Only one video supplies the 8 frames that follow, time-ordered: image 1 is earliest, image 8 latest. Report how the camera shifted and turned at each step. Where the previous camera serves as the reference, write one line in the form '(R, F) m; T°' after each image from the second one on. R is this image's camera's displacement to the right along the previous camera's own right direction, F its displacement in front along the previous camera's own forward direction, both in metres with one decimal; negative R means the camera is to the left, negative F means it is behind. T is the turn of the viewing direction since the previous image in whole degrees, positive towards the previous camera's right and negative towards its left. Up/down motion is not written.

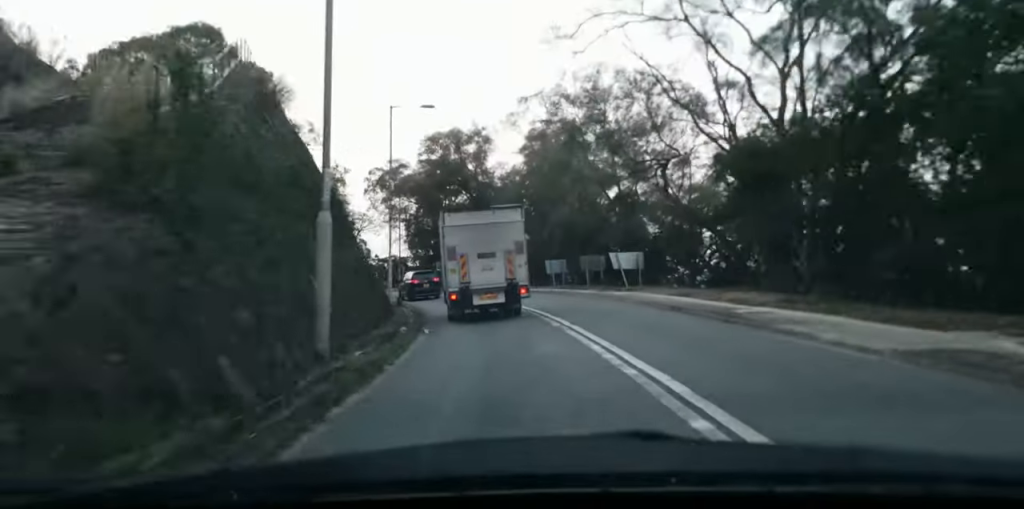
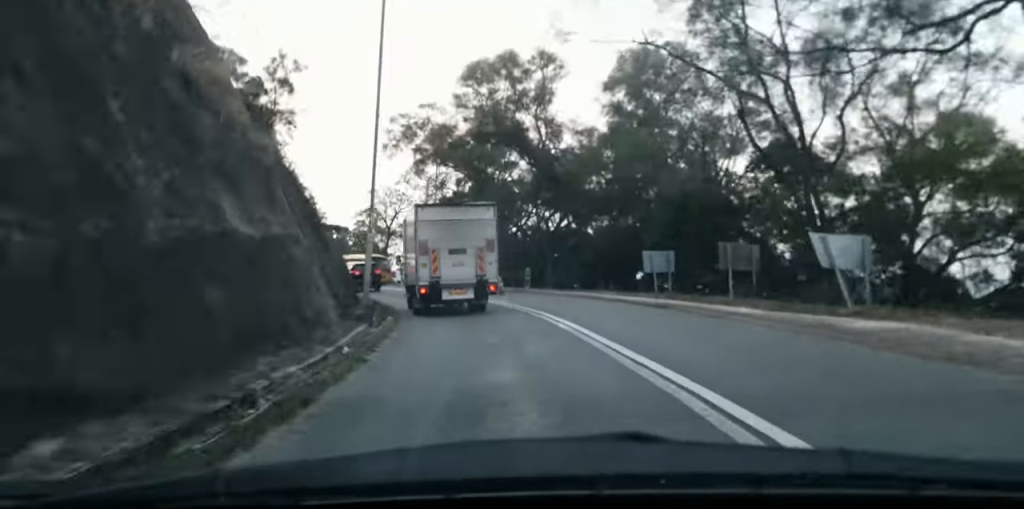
(-0.9, +20.2) m; -5°
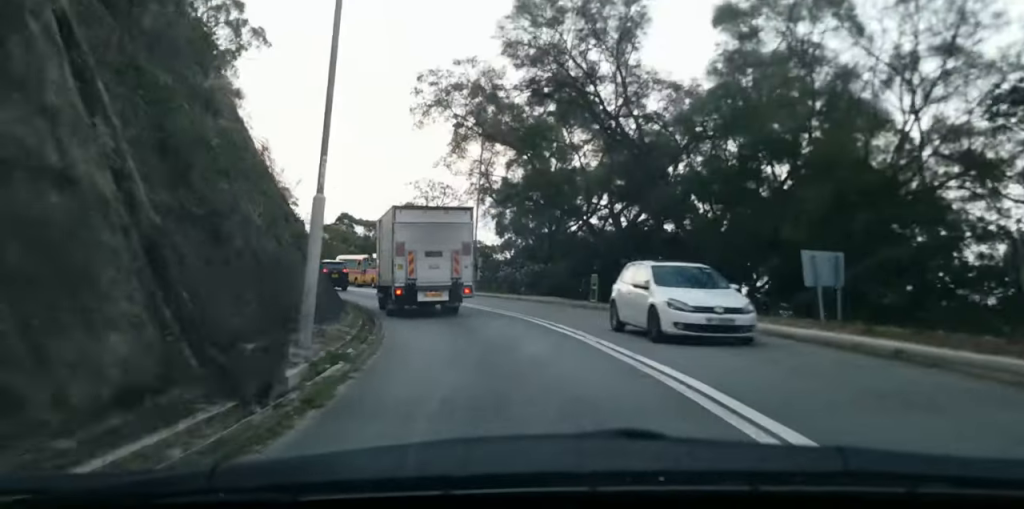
(-0.2, +12.3) m; -1°
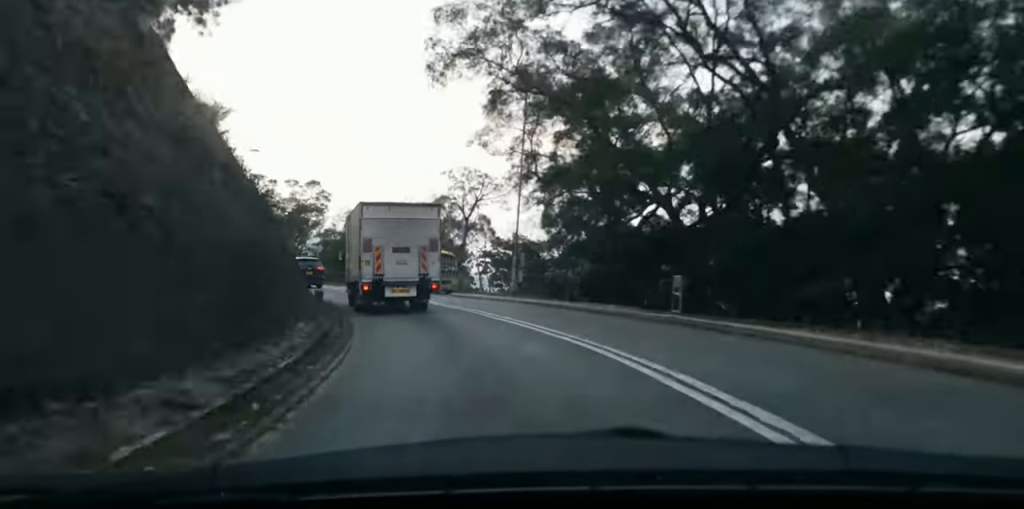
(0.0, +9.4) m; -2°
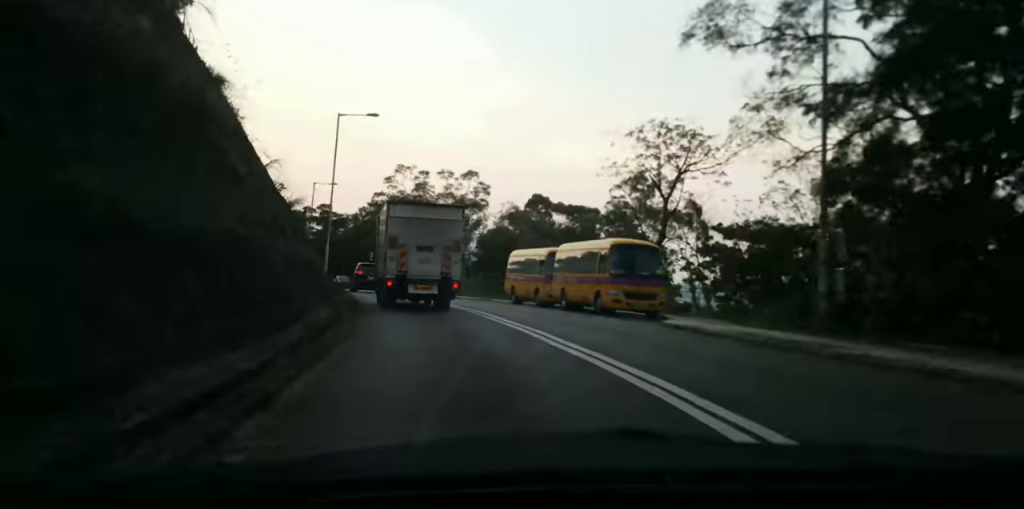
(-1.7, +21.4) m; -12°
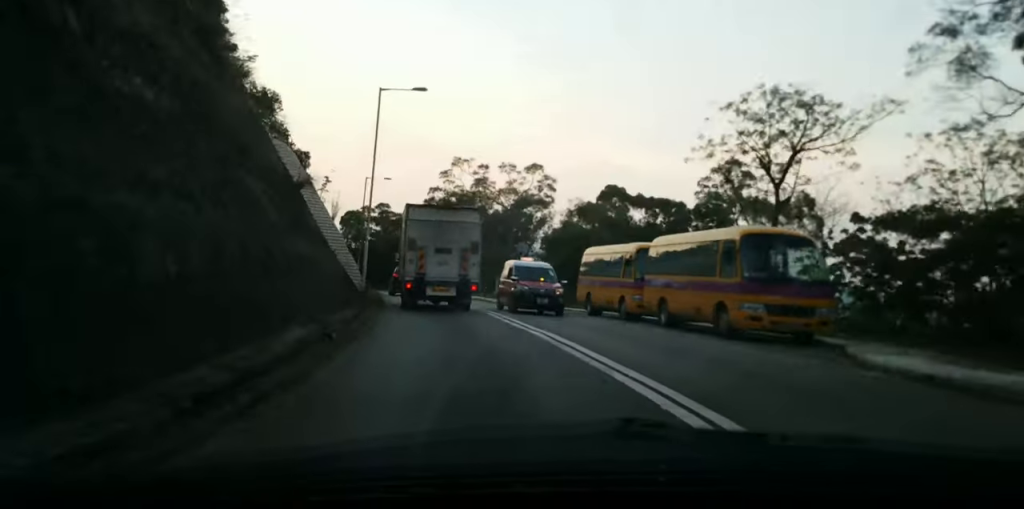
(-0.4, +7.3) m; -4°
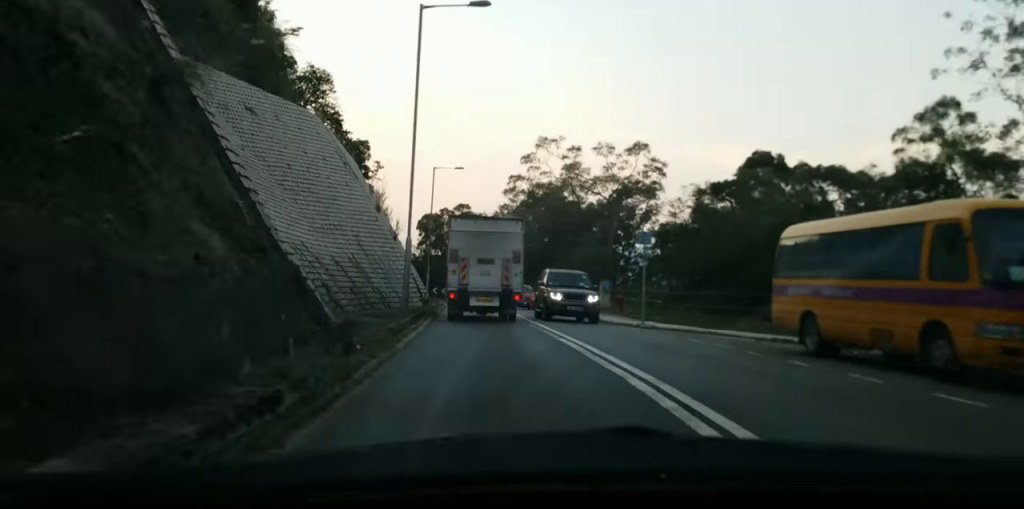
(-0.9, +14.4) m; -8°
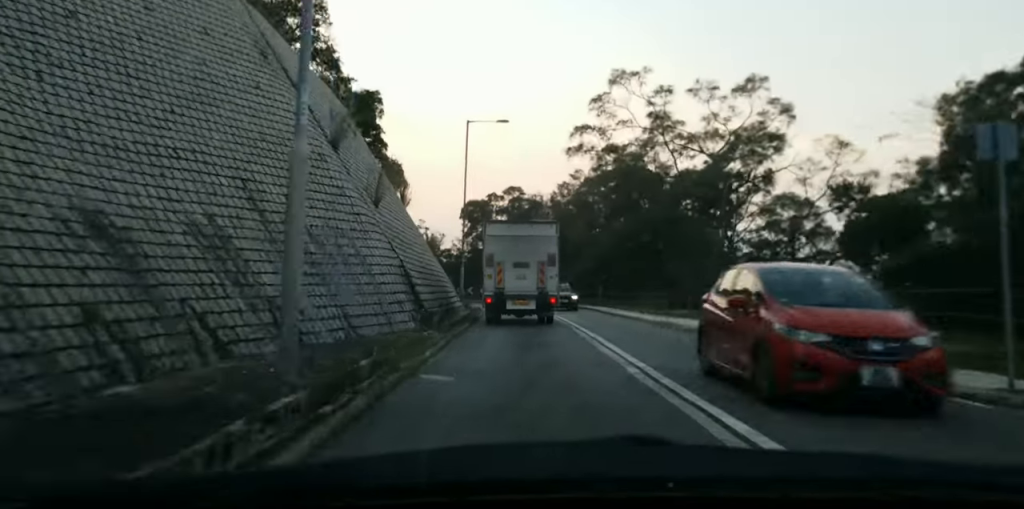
(-1.4, +18.3) m; -6°
